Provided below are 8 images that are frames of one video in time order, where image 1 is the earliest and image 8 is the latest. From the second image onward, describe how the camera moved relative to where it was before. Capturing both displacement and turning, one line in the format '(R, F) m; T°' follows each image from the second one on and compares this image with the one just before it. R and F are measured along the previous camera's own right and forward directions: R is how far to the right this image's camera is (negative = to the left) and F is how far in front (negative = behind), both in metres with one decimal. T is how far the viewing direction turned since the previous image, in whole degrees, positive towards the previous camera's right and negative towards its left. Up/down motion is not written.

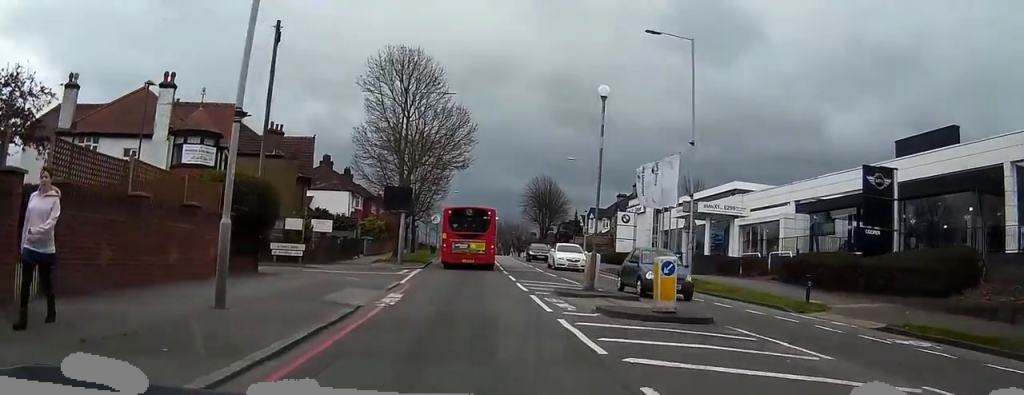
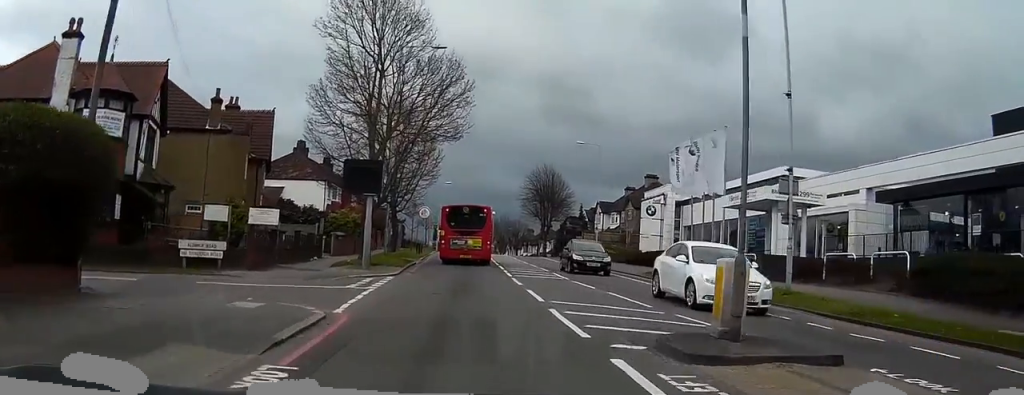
(0.0, +10.6) m; +2°
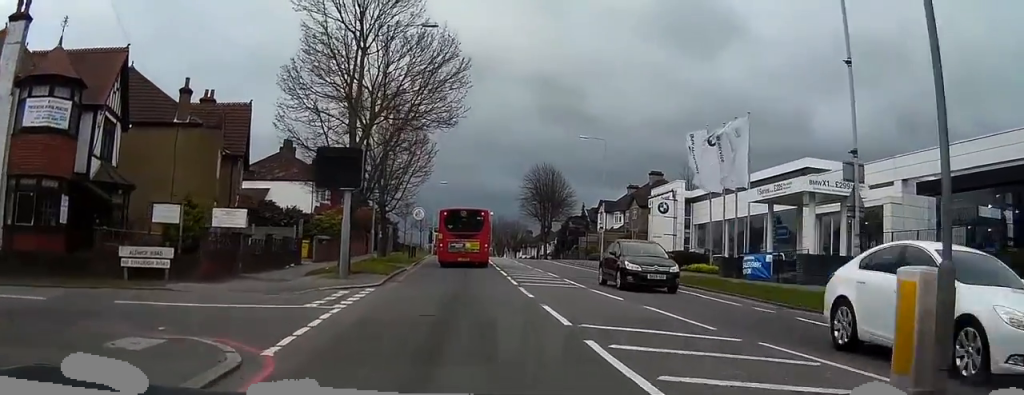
(+0.1, +4.2) m; +1°
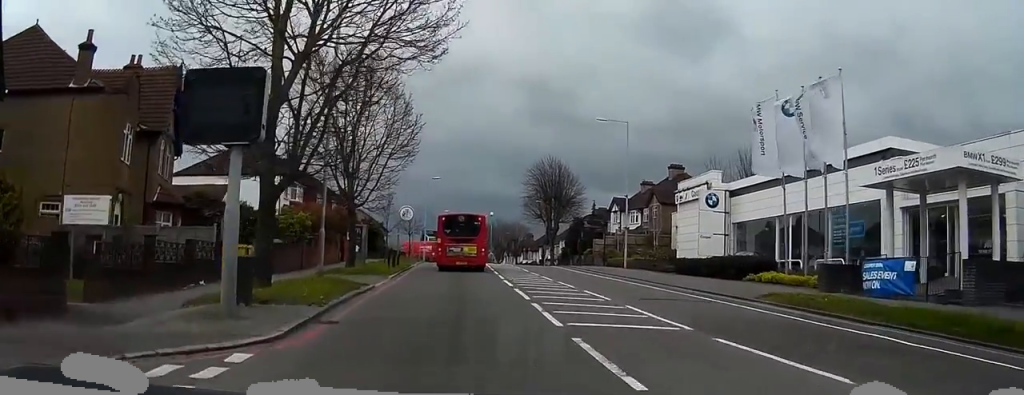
(+0.3, +10.4) m; 0°
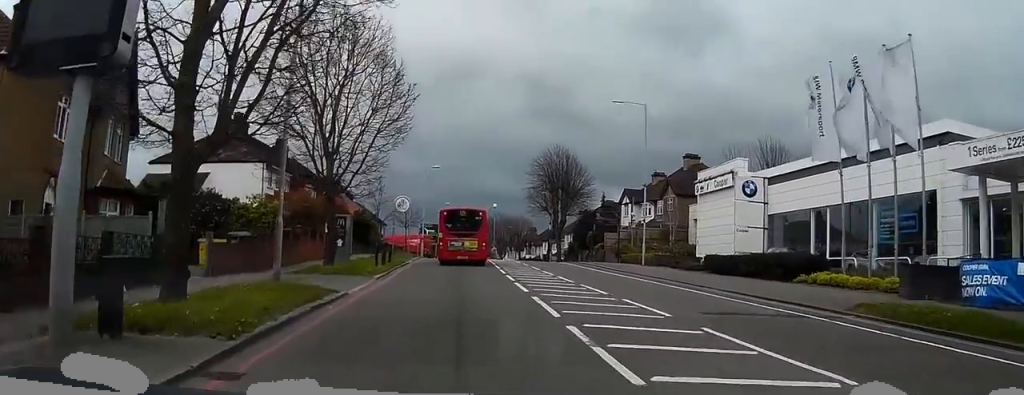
(0.0, +5.1) m; -1°
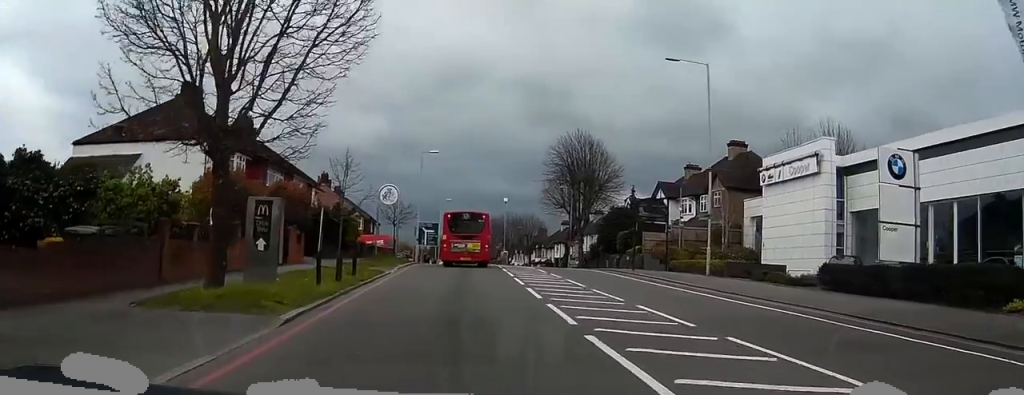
(-0.3, +12.3) m; -1°
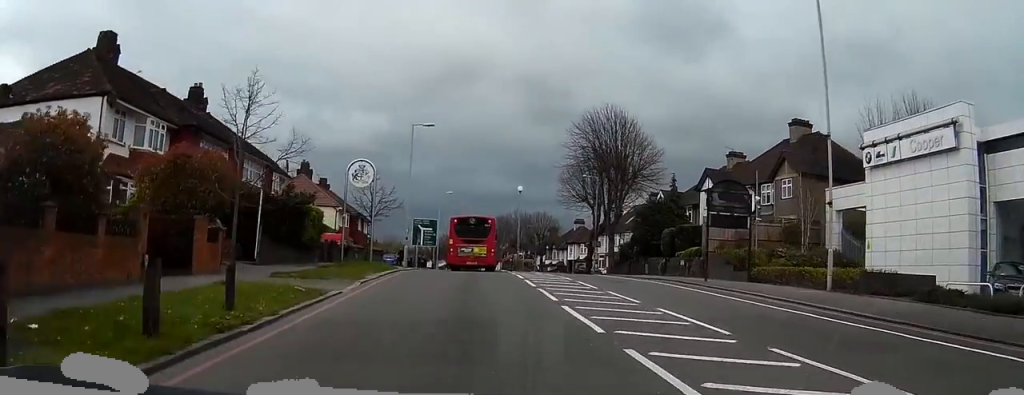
(+0.2, +12.6) m; +1°
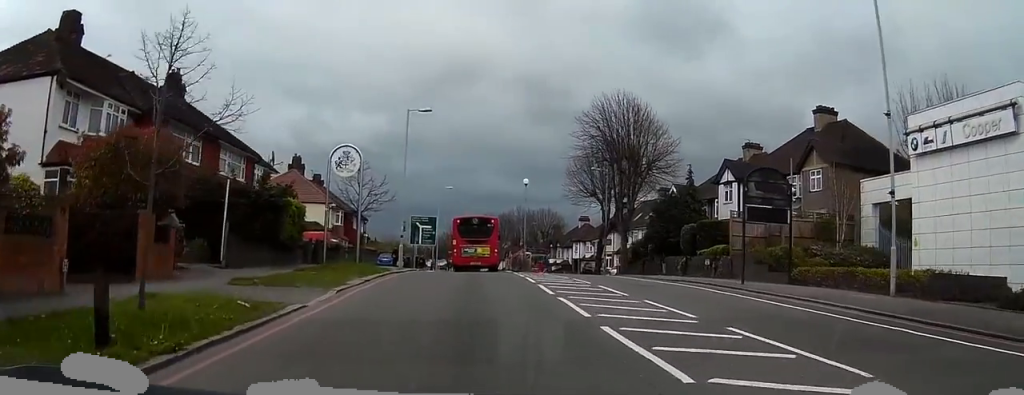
(0.0, +4.0) m; 0°
